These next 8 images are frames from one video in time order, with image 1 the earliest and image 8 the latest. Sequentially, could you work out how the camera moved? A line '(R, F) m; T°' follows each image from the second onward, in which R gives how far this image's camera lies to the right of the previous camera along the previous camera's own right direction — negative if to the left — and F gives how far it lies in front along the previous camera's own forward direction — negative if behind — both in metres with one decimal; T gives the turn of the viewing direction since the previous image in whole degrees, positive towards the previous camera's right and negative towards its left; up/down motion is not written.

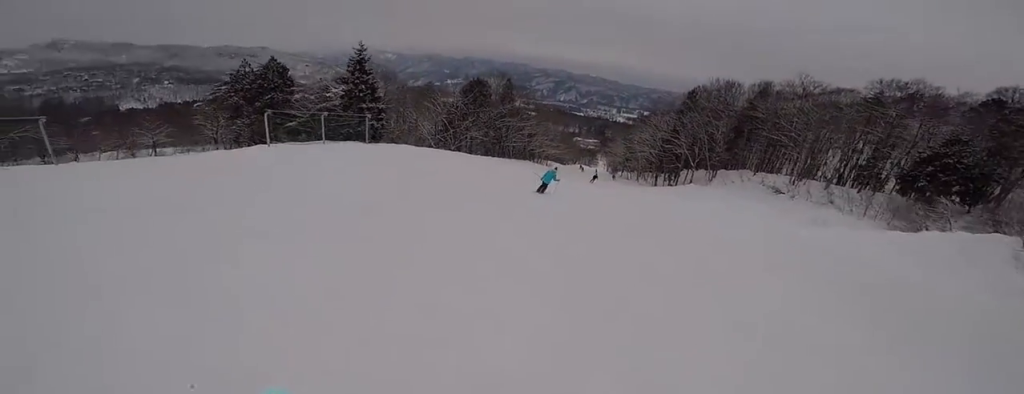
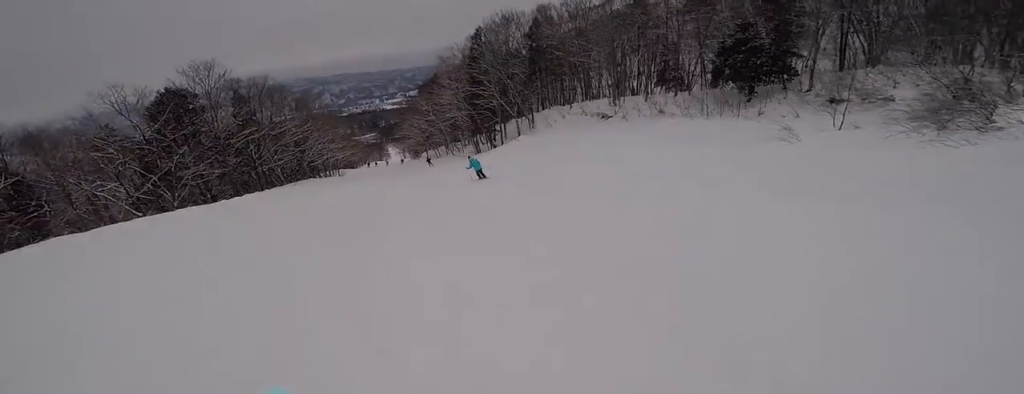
(-2.1, +14.3) m; +9°
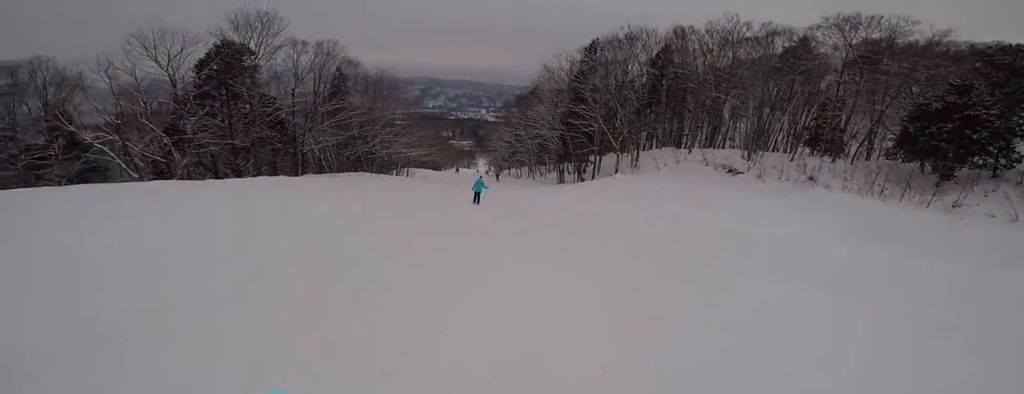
(+3.2, +9.1) m; +7°
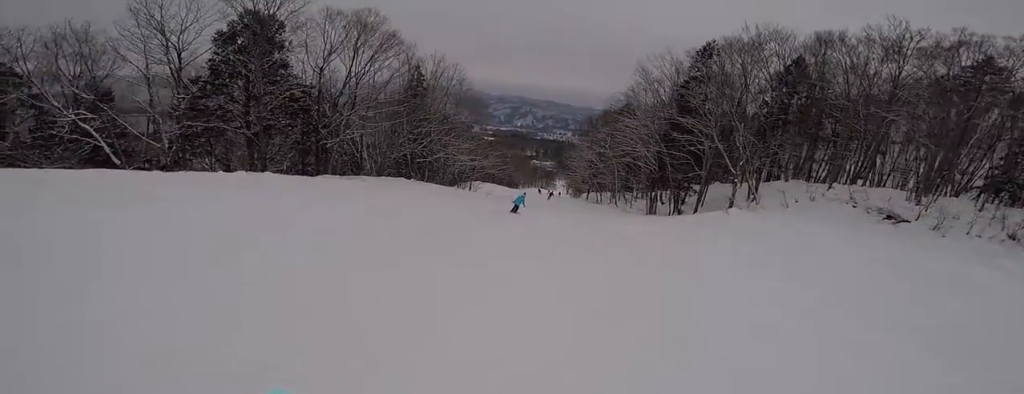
(-1.7, +8.5) m; -13°
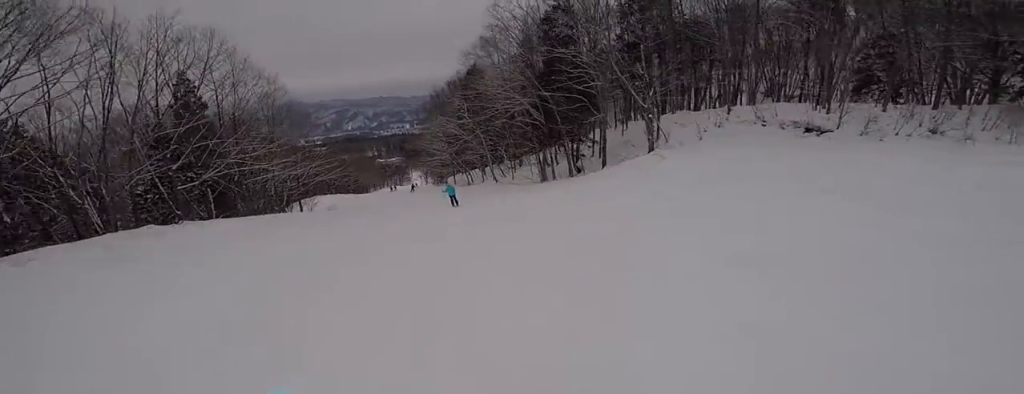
(-0.2, +10.2) m; +4°
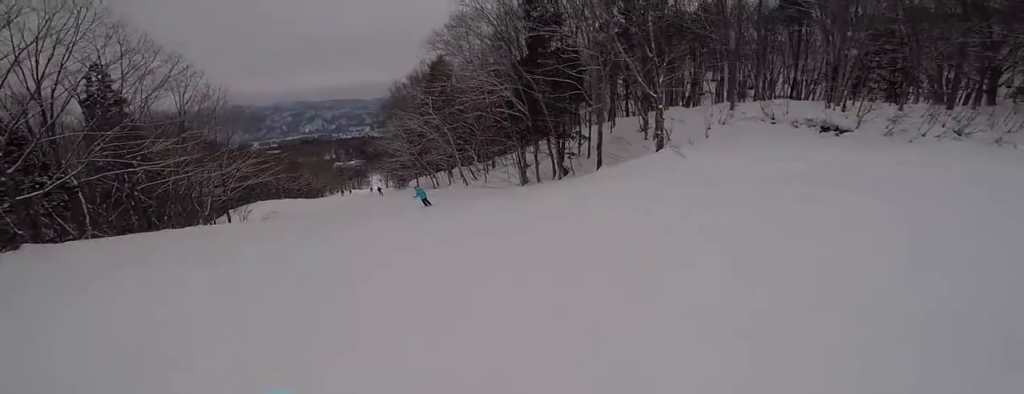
(-0.1, +4.9) m; +6°
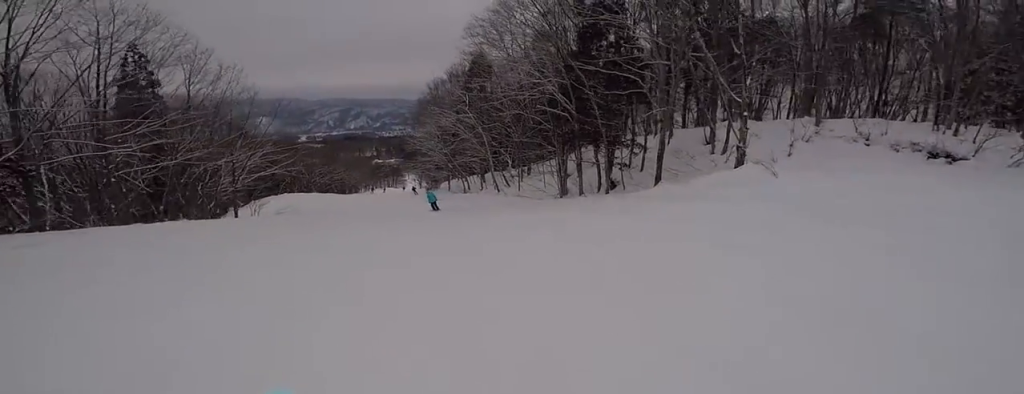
(+0.3, +3.6) m; +1°
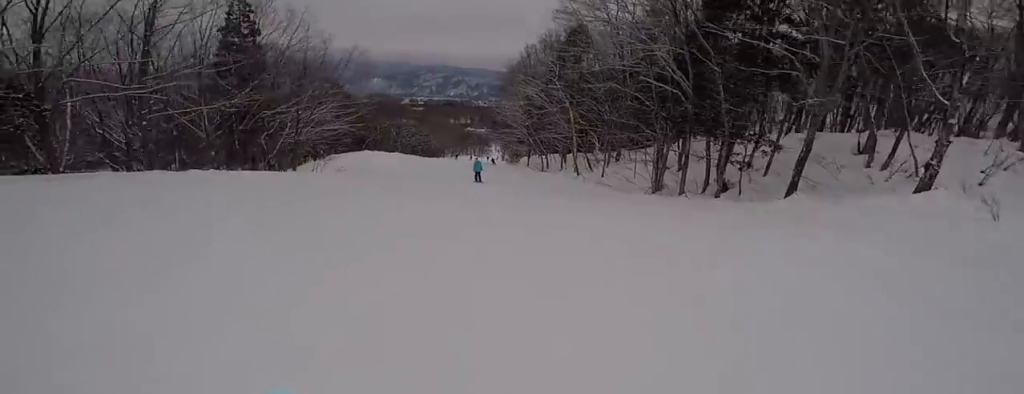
(+0.5, +3.7) m; 0°
